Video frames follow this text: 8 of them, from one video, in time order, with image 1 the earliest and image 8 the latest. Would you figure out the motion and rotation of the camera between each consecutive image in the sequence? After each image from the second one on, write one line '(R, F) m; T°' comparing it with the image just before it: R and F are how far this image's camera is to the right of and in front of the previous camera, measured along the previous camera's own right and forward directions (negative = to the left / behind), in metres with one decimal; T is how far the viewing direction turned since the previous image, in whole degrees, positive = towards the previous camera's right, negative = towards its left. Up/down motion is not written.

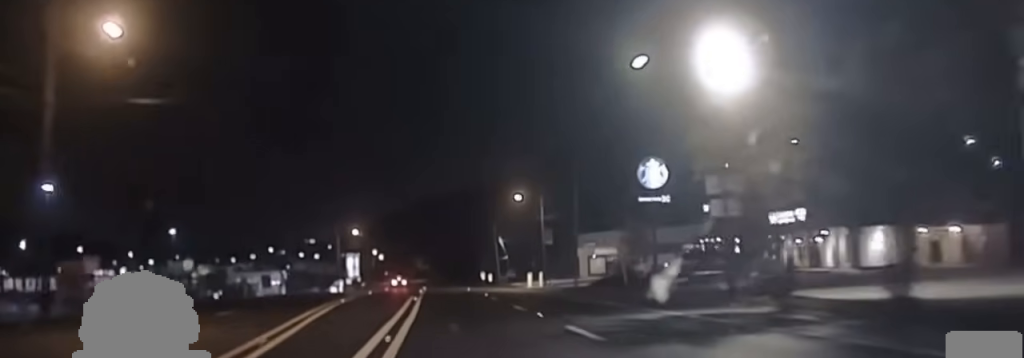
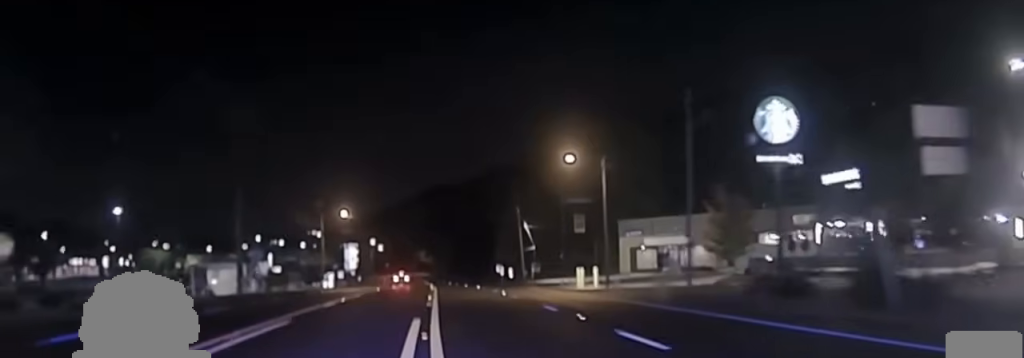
(-0.2, +19.8) m; -1°
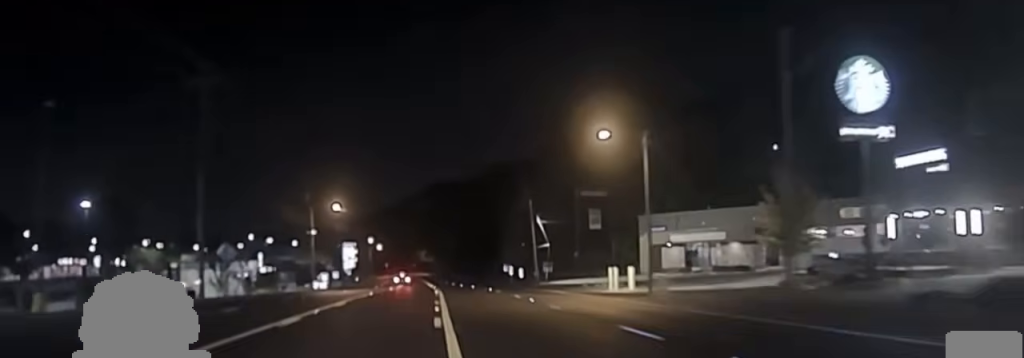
(0.0, +9.4) m; 0°
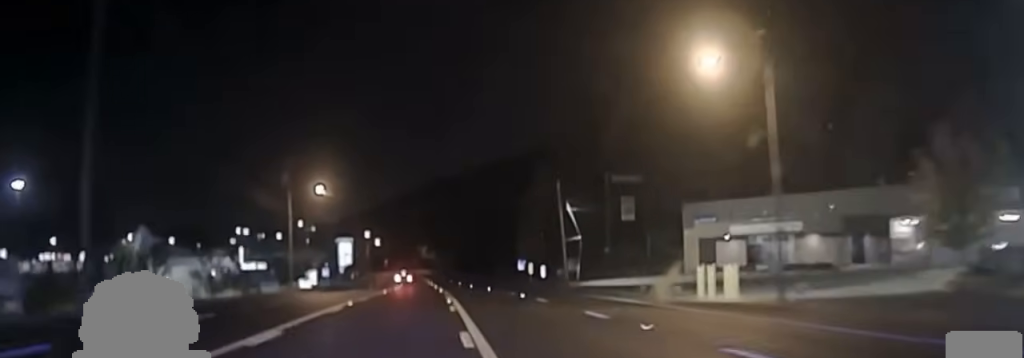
(0.0, +18.3) m; 0°
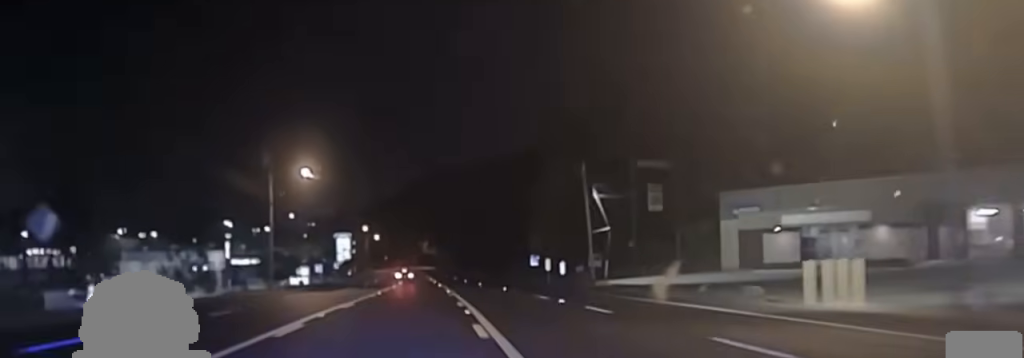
(0.0, +10.8) m; 0°
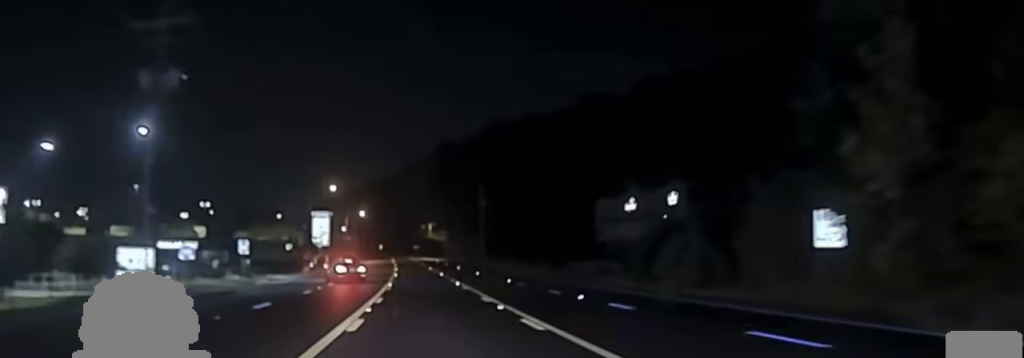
(-0.6, +76.4) m; -1°
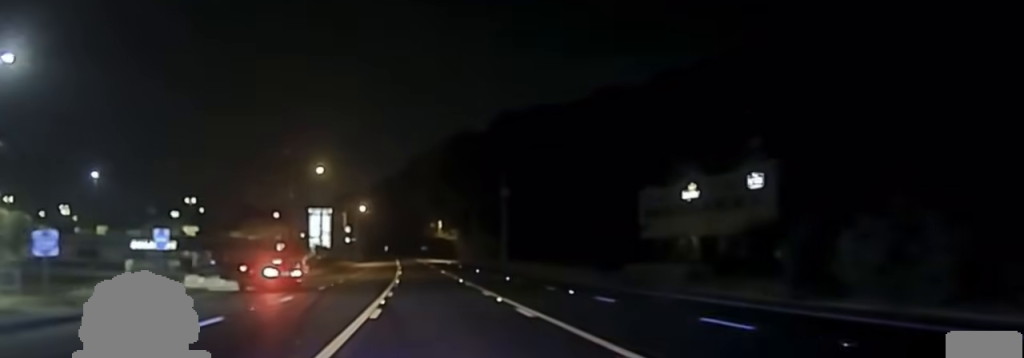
(-0.3, +17.8) m; -2°
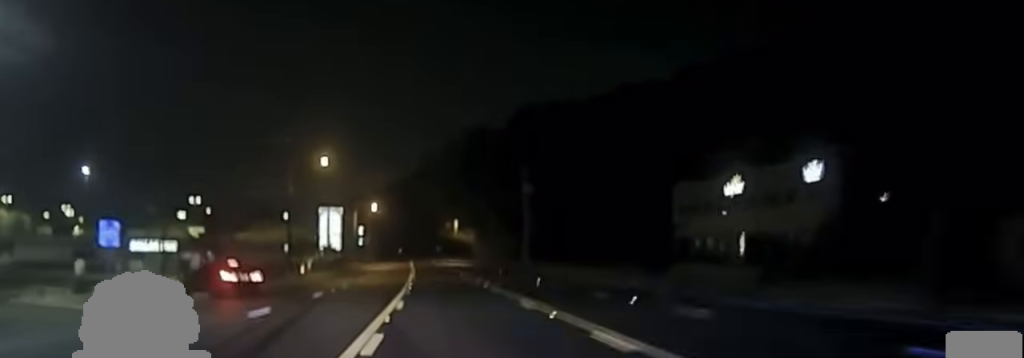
(0.0, +7.2) m; -1°
